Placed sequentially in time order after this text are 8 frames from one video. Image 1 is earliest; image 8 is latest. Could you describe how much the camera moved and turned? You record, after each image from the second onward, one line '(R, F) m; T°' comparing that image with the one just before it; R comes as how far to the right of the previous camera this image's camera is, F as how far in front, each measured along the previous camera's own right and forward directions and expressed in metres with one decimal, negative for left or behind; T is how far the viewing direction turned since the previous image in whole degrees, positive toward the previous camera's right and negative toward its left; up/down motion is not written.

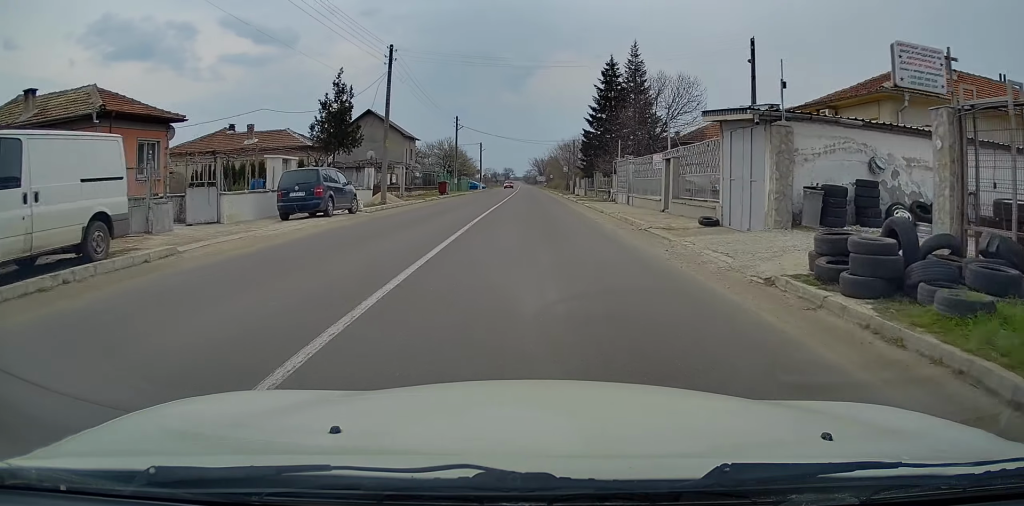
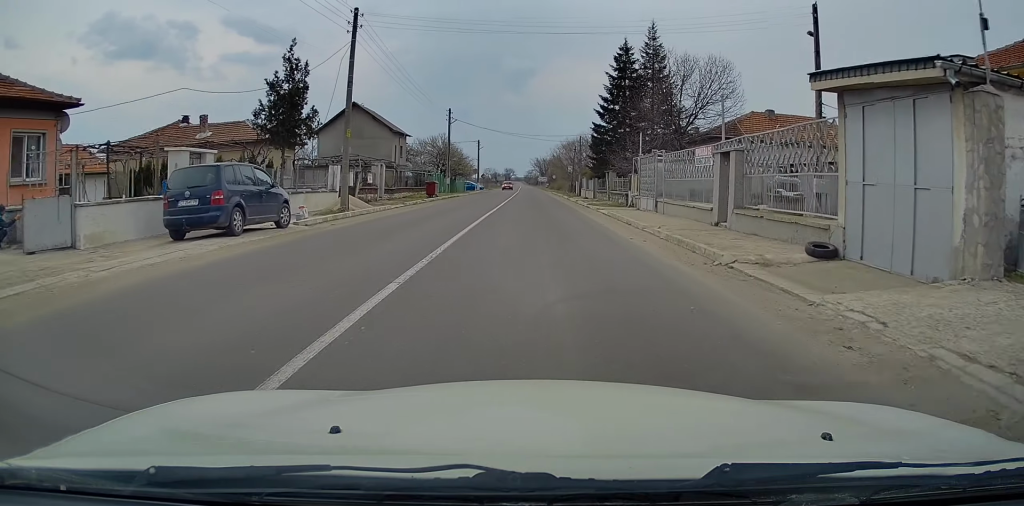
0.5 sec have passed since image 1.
(0.0, +7.1) m; 0°
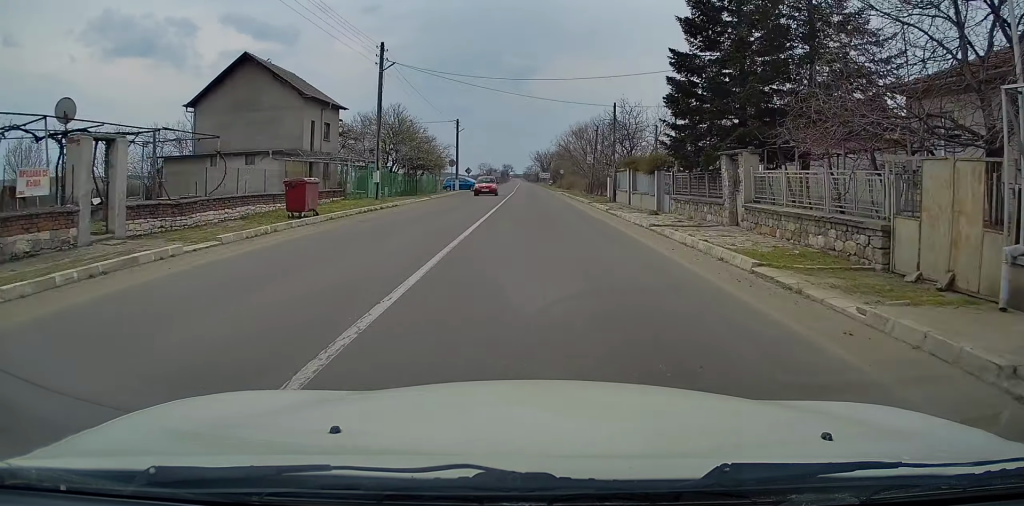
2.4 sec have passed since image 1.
(+0.2, +26.6) m; 0°
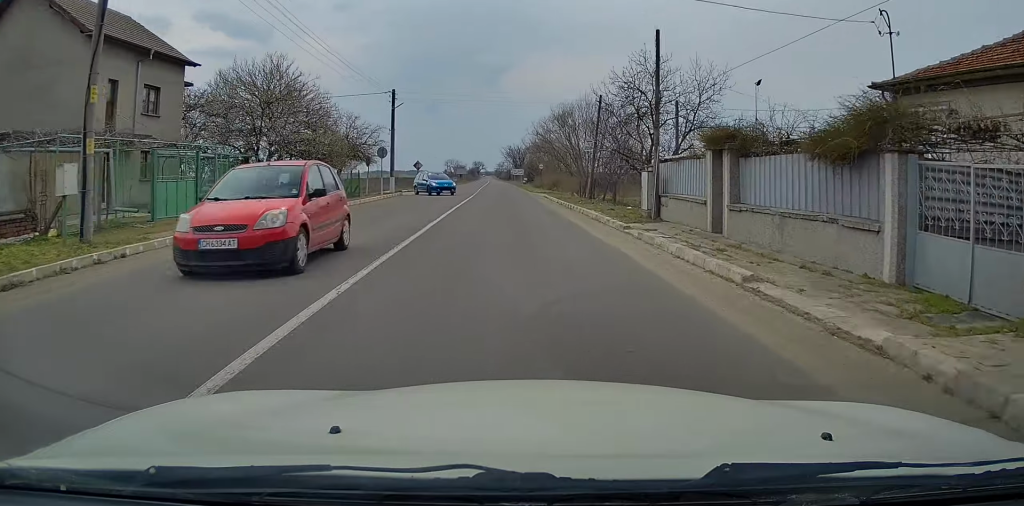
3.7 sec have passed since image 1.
(+0.1, +19.7) m; +1°
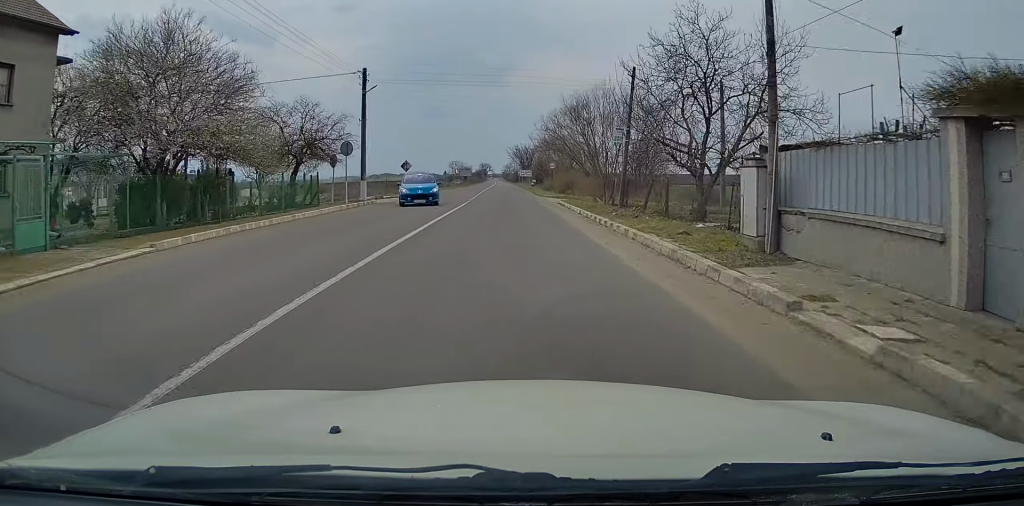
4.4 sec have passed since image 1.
(+0.2, +9.6) m; 0°
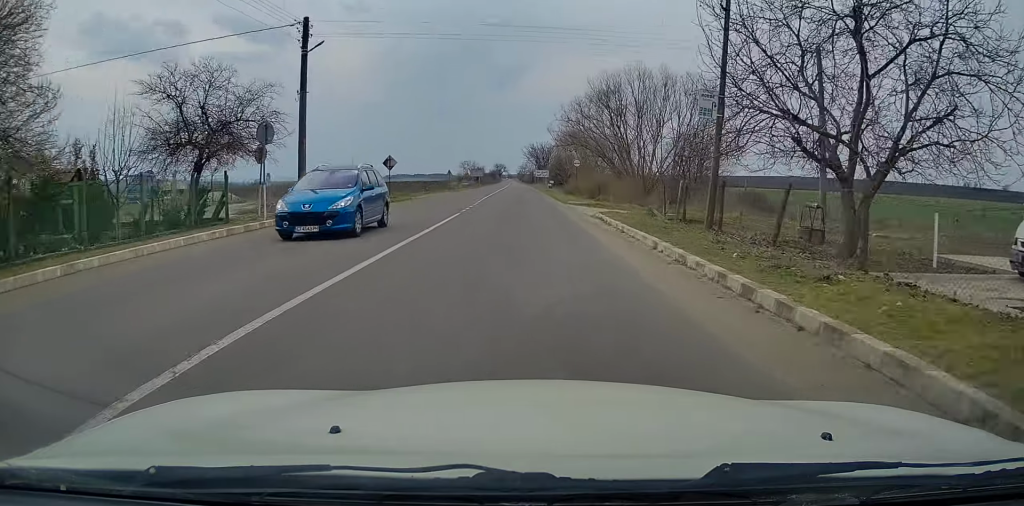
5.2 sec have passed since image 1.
(-0.2, +11.6) m; -1°
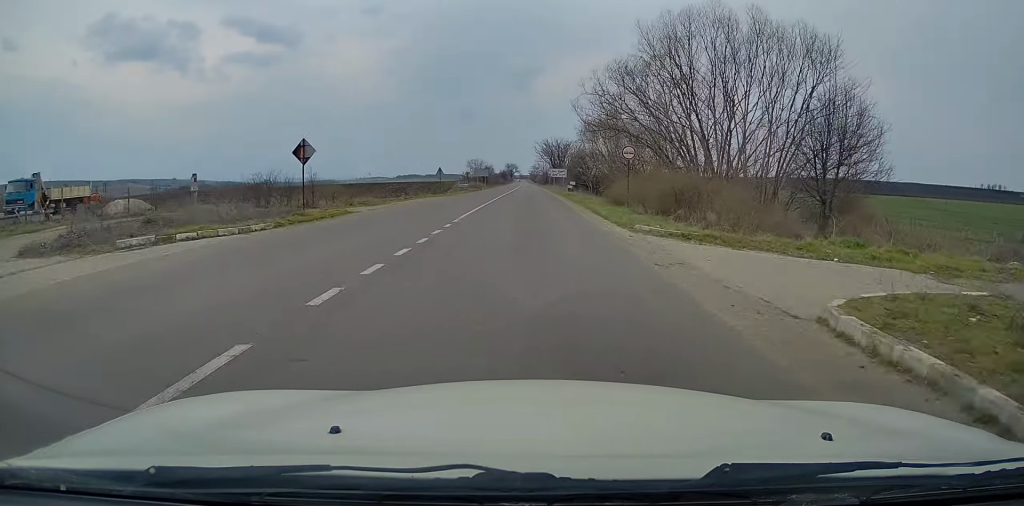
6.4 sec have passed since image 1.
(-0.1, +17.7) m; -1°
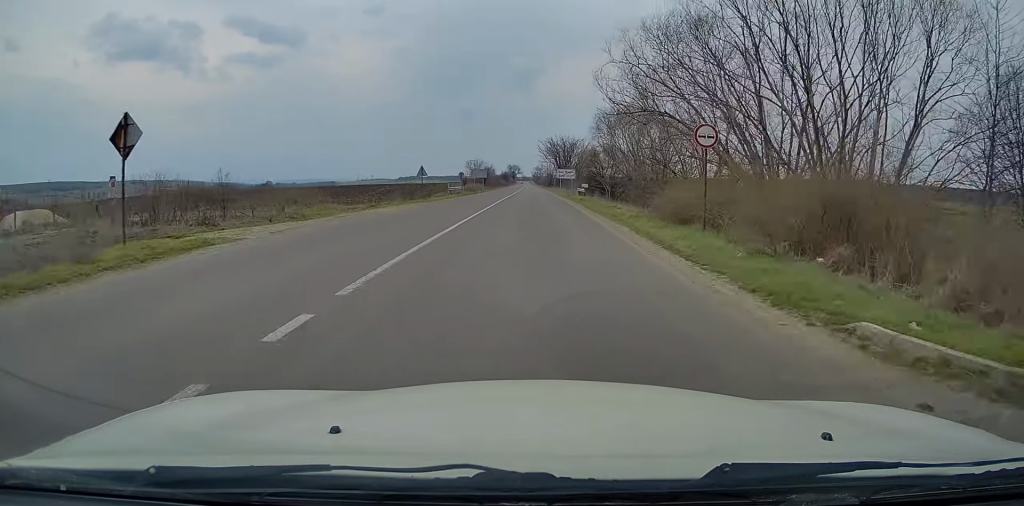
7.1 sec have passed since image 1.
(-0.1, +11.1) m; -1°
